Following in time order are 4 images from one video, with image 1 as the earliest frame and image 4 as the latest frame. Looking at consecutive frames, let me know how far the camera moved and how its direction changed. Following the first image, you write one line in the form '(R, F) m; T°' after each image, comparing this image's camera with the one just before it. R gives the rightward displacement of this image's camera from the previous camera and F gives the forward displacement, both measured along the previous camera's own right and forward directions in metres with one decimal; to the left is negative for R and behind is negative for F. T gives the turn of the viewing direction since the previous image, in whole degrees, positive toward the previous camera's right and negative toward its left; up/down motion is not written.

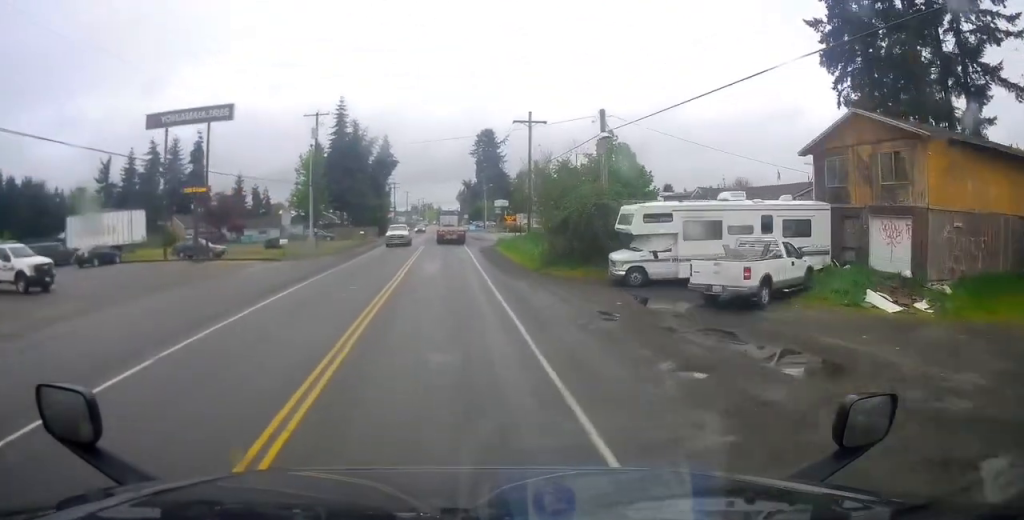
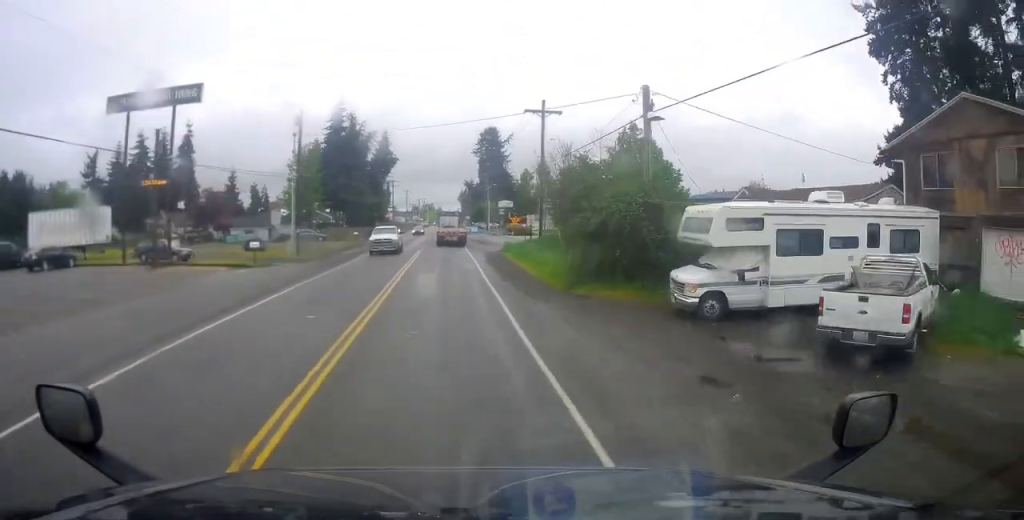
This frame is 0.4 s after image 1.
(0.0, +6.3) m; -1°
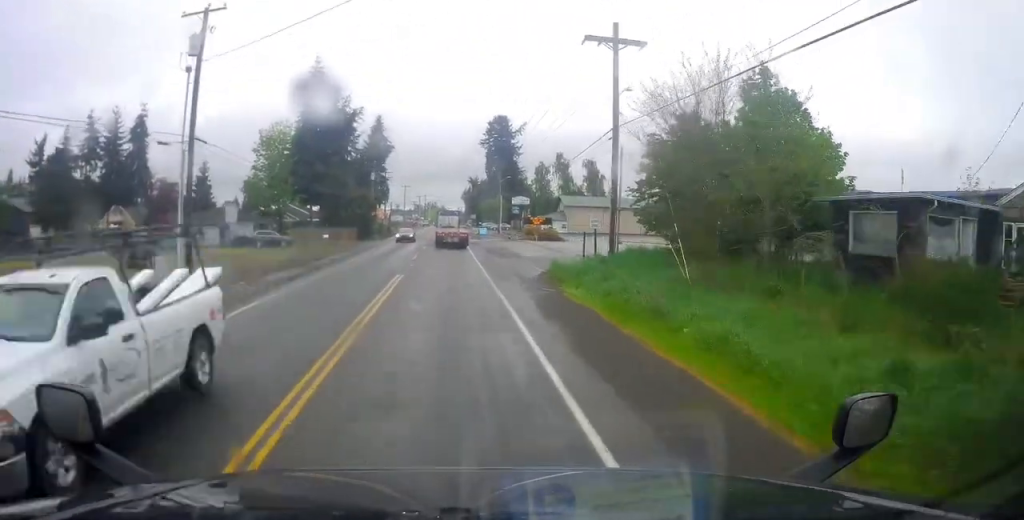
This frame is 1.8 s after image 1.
(-0.3, +20.5) m; 0°
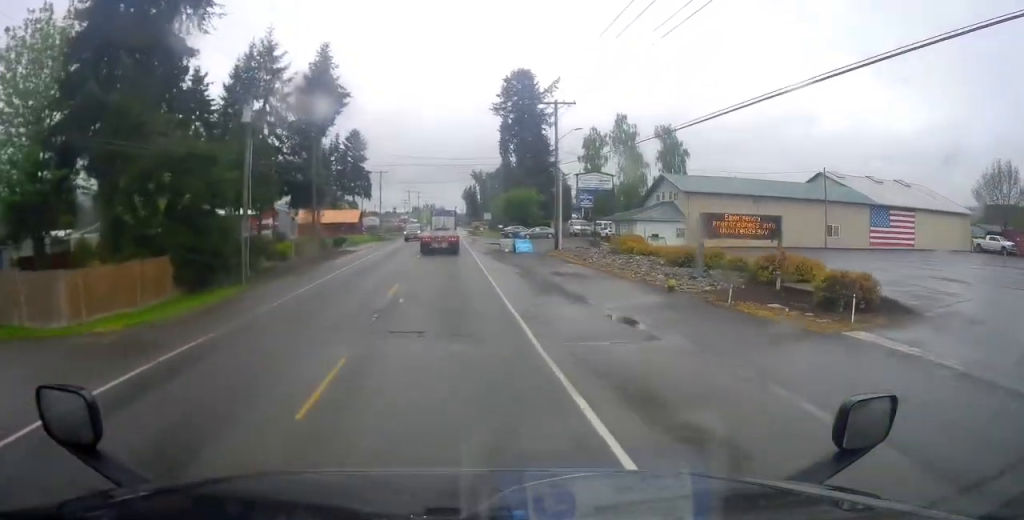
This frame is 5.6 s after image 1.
(+1.0, +53.0) m; +1°
